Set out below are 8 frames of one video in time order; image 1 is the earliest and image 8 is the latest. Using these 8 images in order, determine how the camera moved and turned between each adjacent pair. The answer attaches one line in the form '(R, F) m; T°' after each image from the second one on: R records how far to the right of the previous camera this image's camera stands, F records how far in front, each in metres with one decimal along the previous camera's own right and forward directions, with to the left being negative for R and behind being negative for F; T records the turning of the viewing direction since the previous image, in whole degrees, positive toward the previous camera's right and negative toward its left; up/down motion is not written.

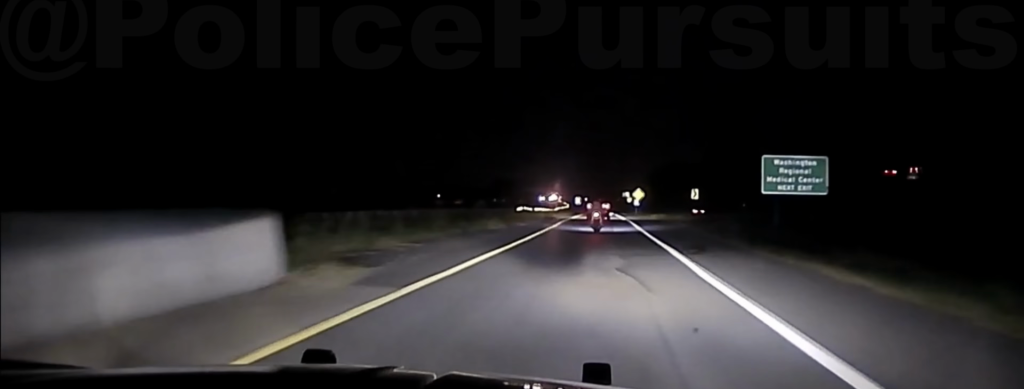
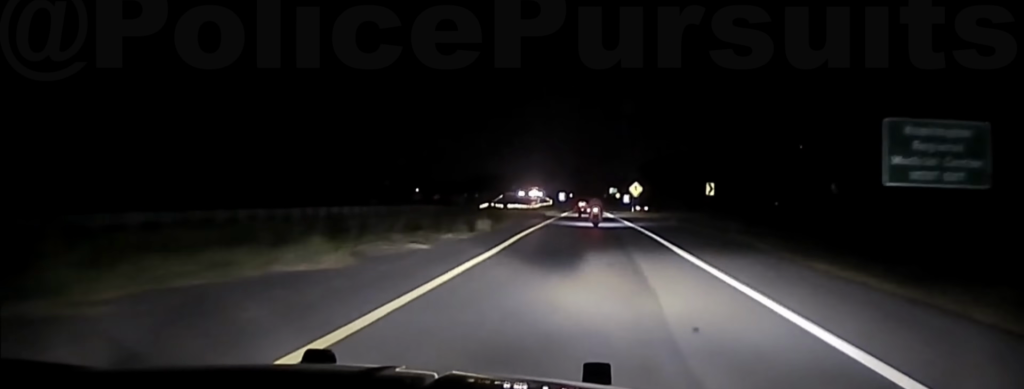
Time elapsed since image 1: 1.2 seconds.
(+1.3, +31.9) m; +2°
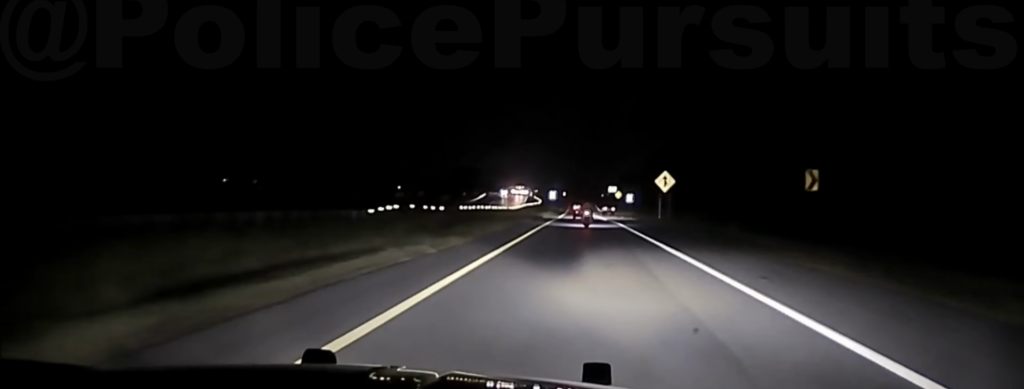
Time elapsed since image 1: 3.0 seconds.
(-0.5, +42.2) m; -1°
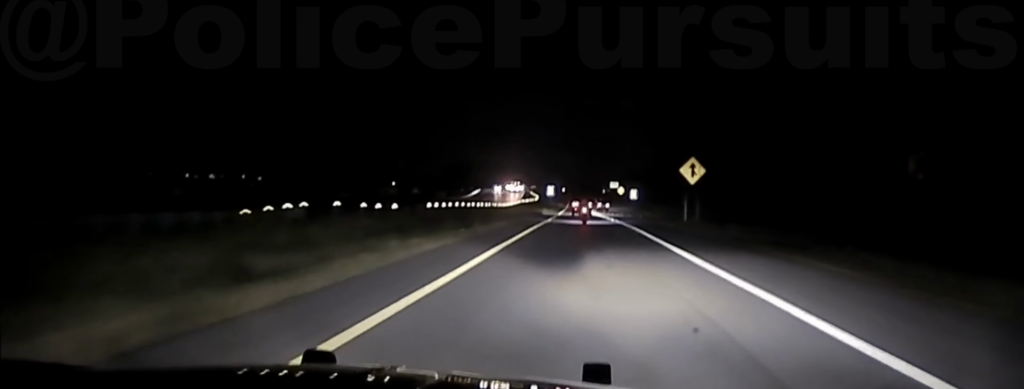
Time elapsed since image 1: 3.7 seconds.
(0.0, +15.7) m; 0°
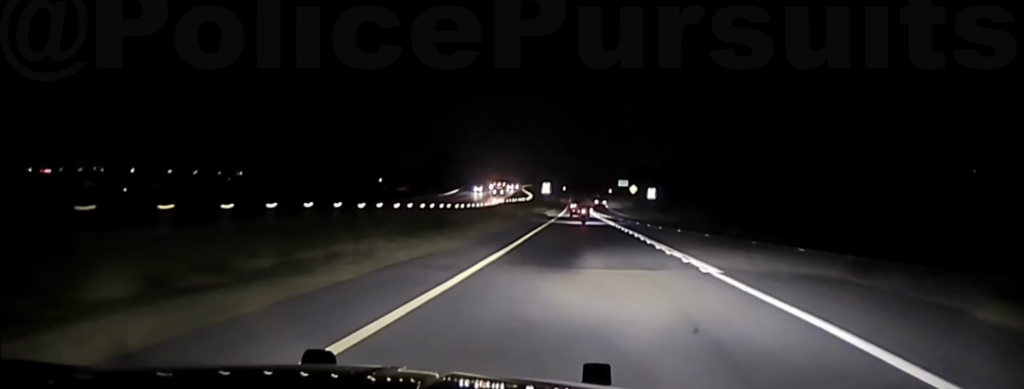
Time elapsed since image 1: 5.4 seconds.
(+0.1, +41.1) m; 0°
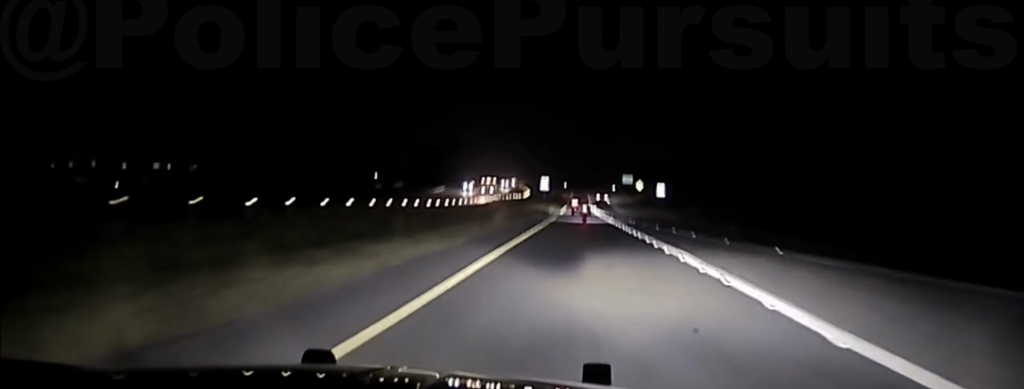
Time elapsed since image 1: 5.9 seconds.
(+0.1, +15.2) m; -1°
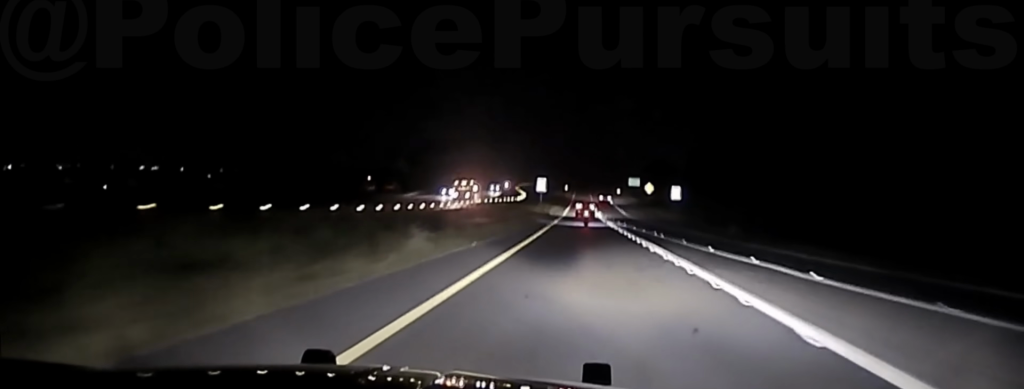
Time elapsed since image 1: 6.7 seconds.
(-0.4, +21.2) m; -1°
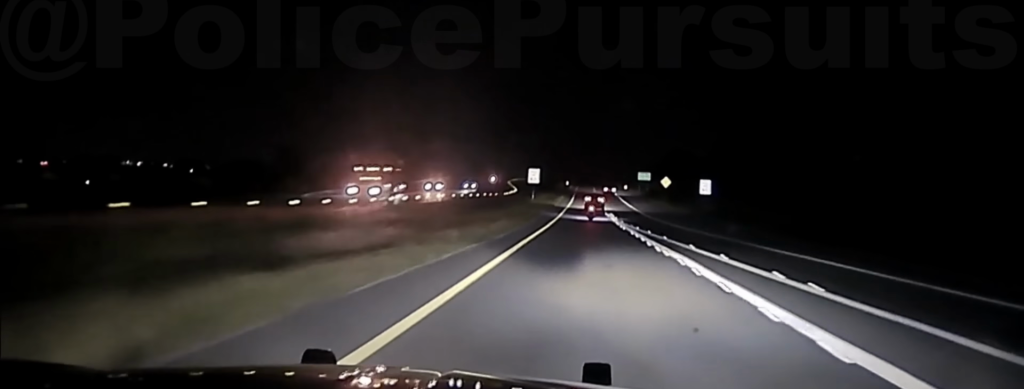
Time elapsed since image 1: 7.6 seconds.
(-0.1, +29.8) m; 0°
